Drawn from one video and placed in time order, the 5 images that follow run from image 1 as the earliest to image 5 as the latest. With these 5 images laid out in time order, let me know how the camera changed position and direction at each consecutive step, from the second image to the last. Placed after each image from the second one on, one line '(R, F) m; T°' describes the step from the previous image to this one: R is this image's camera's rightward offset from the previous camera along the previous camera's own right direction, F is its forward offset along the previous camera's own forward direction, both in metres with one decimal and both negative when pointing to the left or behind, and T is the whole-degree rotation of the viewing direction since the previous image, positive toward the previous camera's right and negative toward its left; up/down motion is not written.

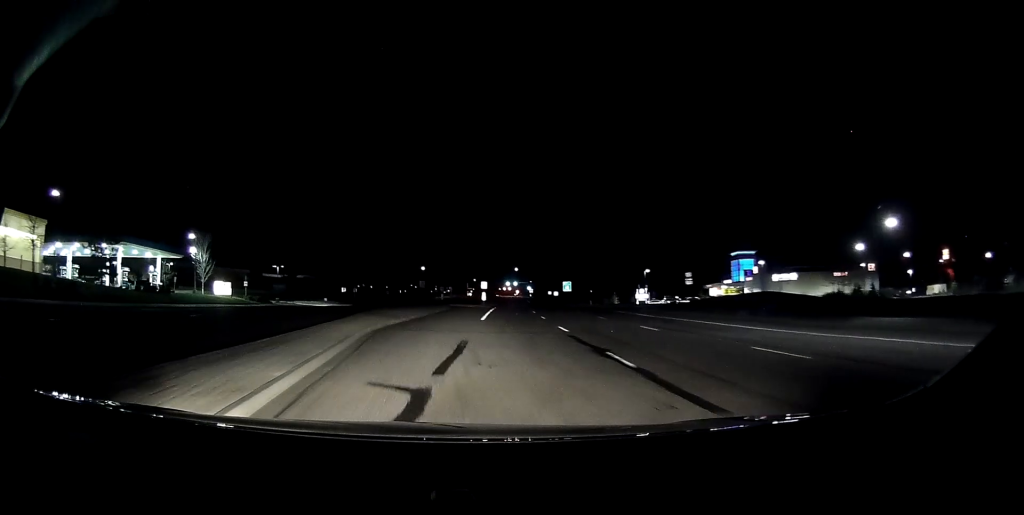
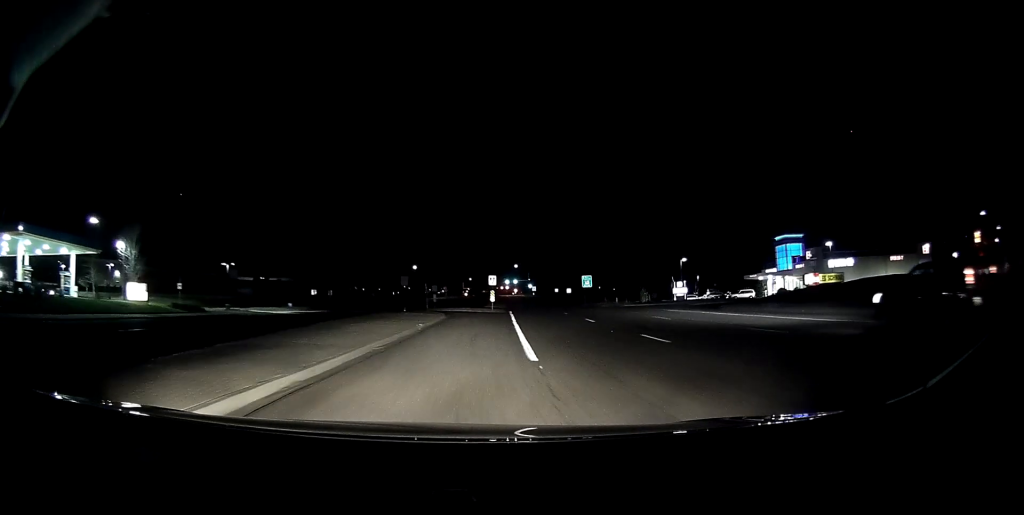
(+0.2, +19.6) m; +1°
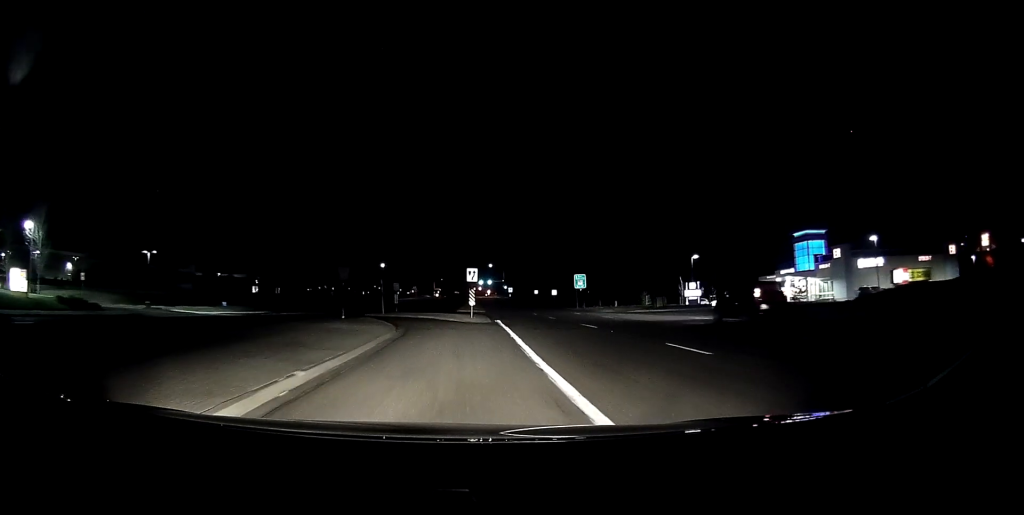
(+0.2, +13.5) m; +1°
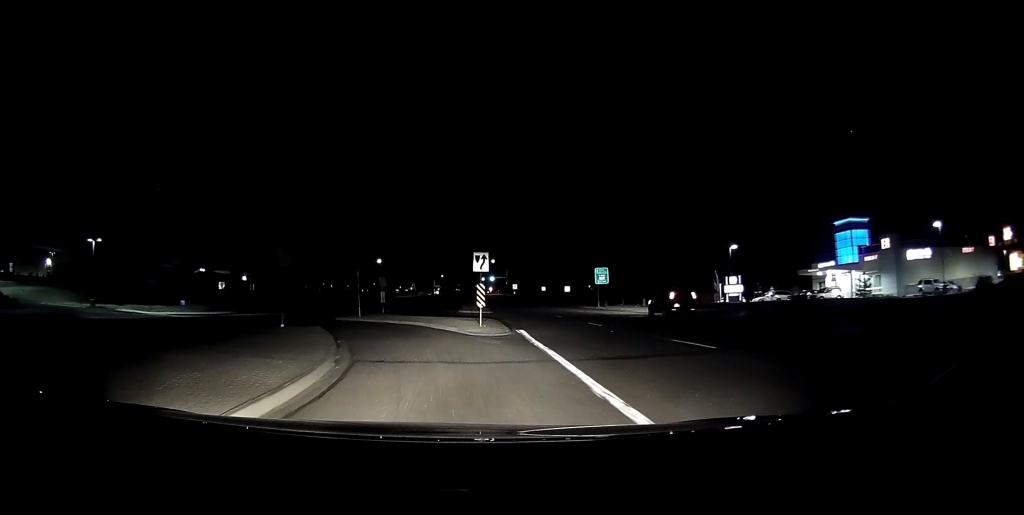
(-0.1, +10.0) m; -4°
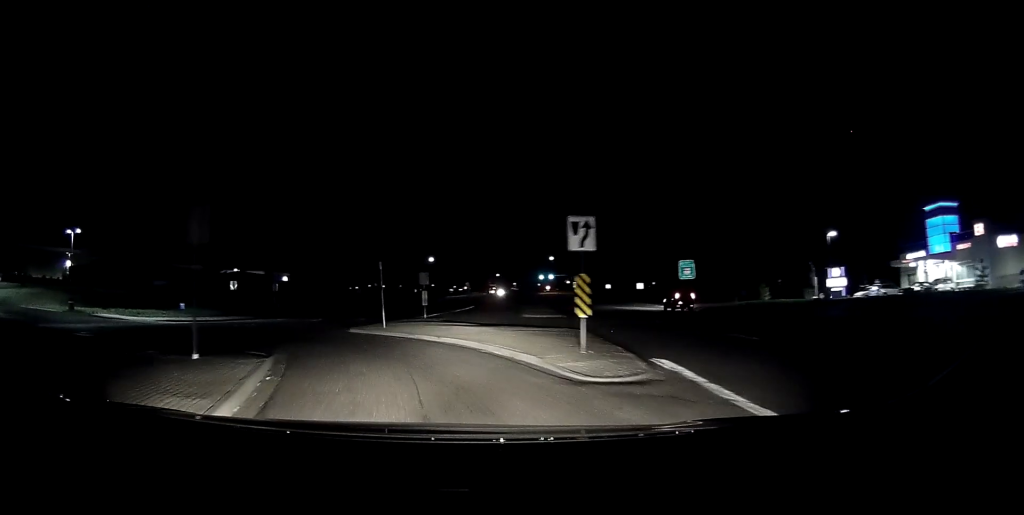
(-0.7, +9.4) m; -12°
